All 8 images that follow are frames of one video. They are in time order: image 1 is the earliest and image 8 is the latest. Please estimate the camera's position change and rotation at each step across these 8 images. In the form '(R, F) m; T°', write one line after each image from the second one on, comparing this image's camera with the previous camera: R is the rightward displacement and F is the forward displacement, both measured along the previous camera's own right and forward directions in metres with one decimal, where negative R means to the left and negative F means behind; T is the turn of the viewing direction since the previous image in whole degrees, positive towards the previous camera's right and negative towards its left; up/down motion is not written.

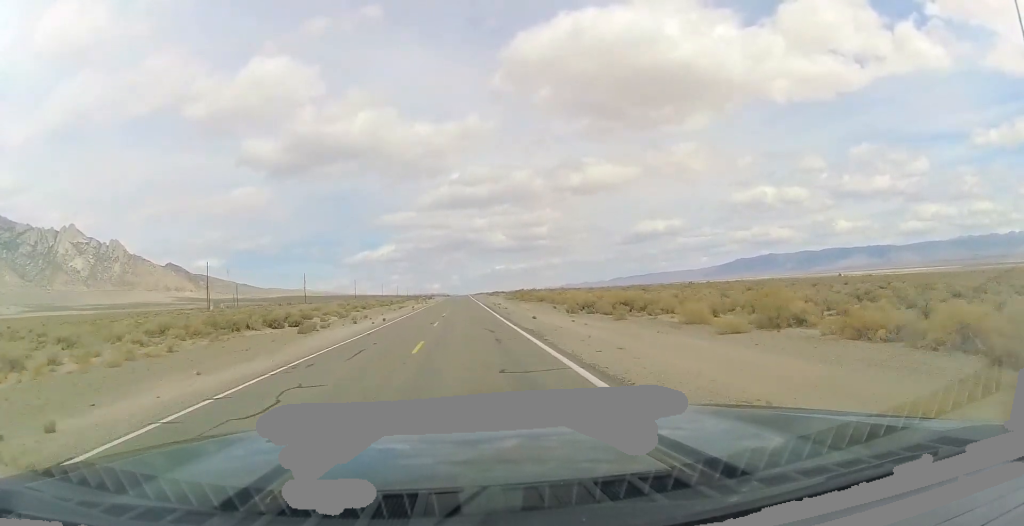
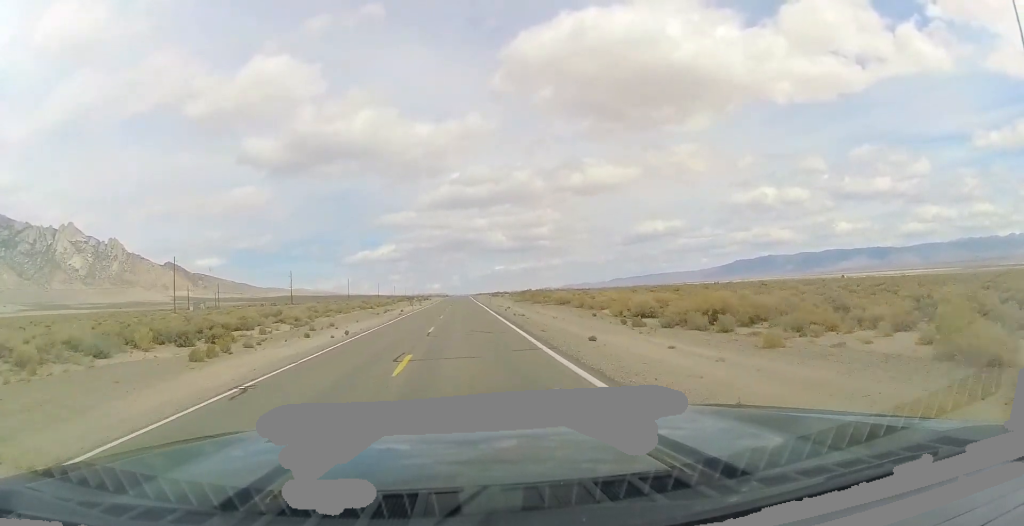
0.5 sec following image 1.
(+0.1, +16.1) m; 0°
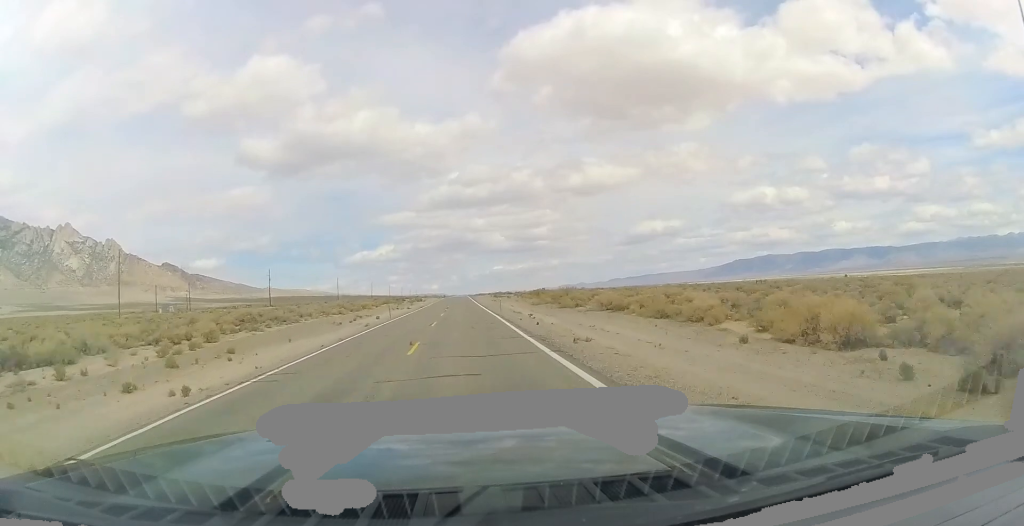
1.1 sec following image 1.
(0.0, +20.7) m; 0°
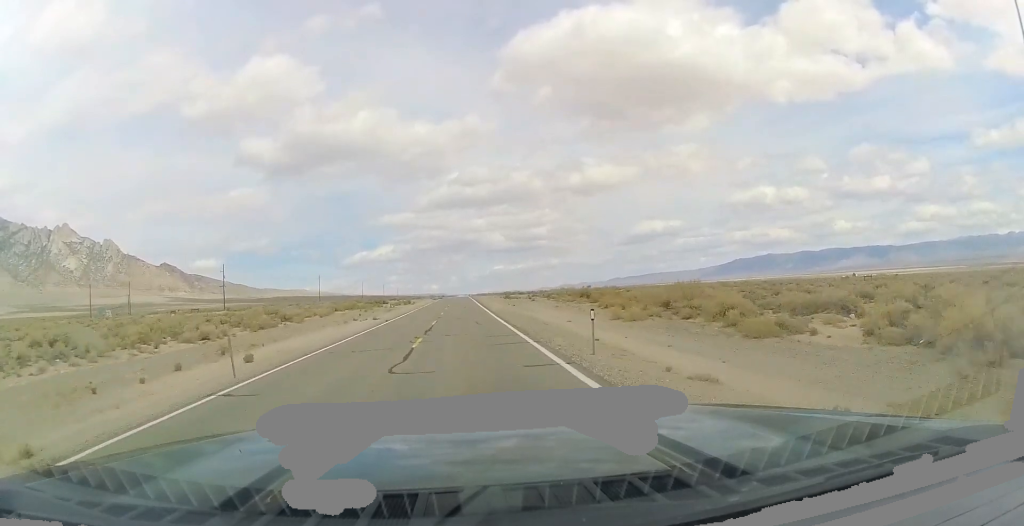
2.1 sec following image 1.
(0.0, +34.5) m; 0°
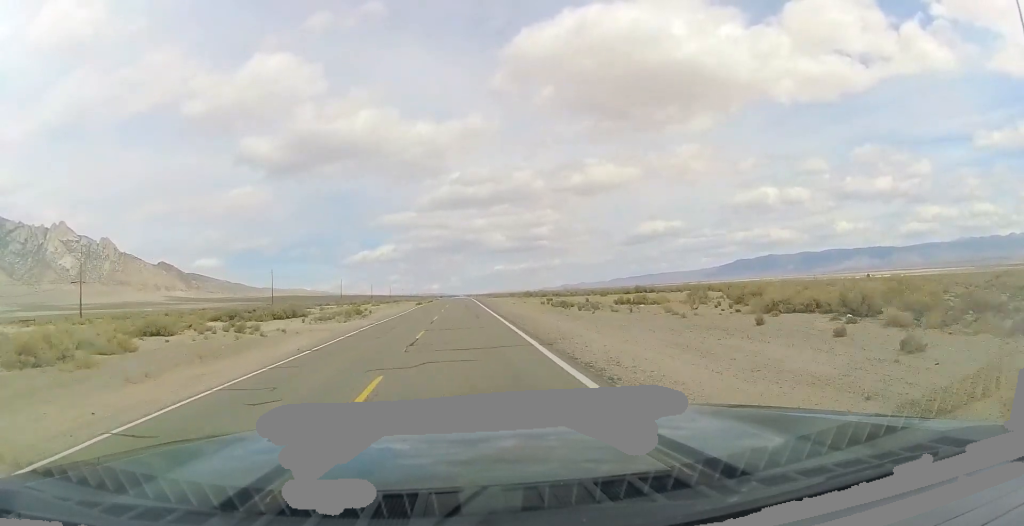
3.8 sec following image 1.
(+0.3, +58.8) m; 0°
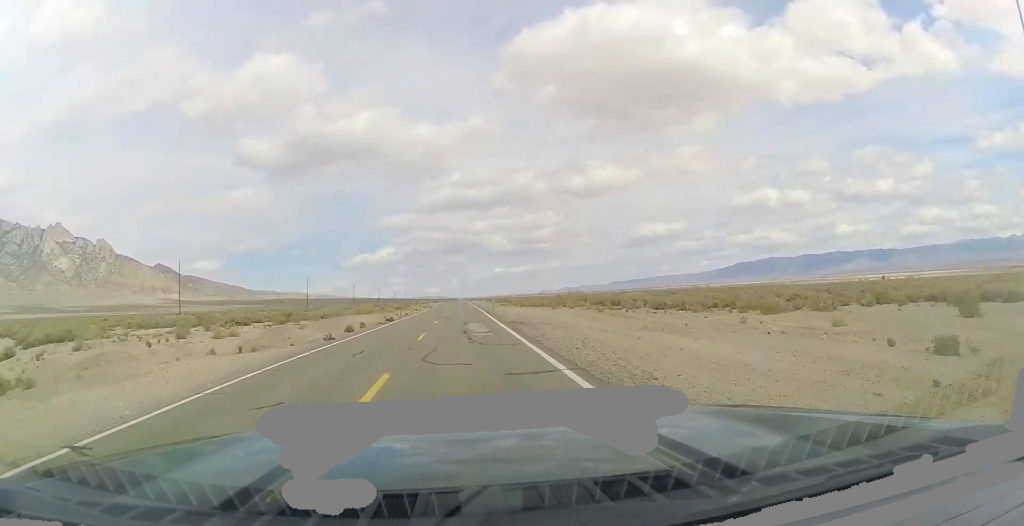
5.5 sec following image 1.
(0.0, +59.9) m; 0°
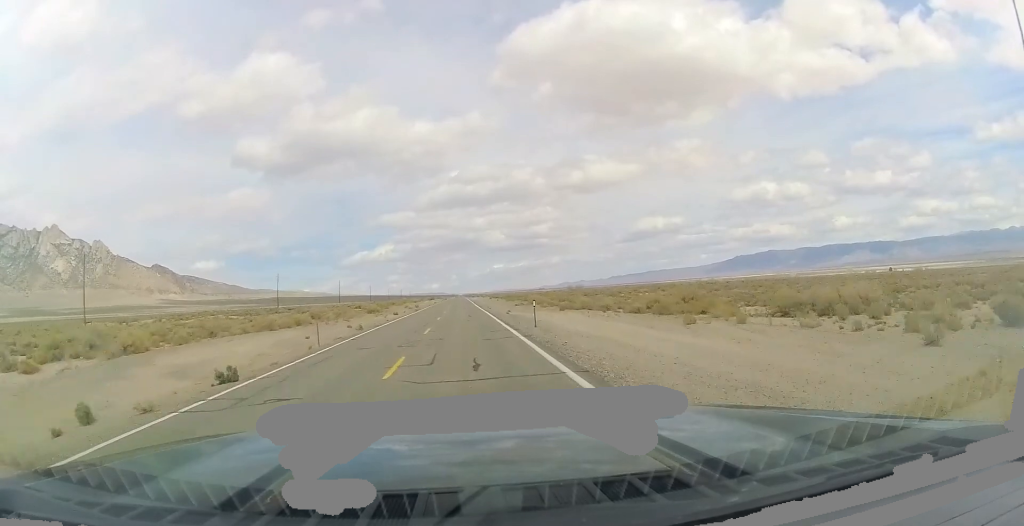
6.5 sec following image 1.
(0.0, +33.4) m; 0°
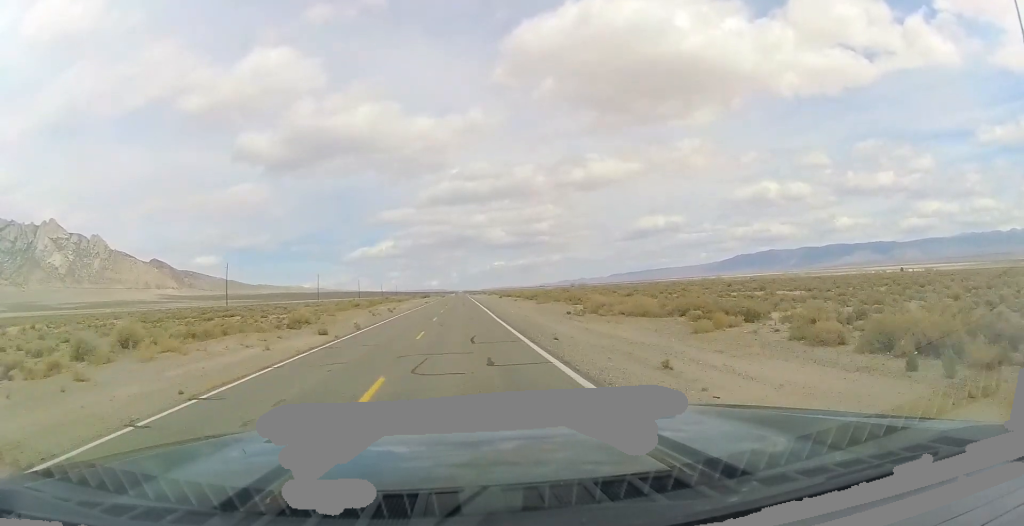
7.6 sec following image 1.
(-0.2, +40.4) m; 0°
